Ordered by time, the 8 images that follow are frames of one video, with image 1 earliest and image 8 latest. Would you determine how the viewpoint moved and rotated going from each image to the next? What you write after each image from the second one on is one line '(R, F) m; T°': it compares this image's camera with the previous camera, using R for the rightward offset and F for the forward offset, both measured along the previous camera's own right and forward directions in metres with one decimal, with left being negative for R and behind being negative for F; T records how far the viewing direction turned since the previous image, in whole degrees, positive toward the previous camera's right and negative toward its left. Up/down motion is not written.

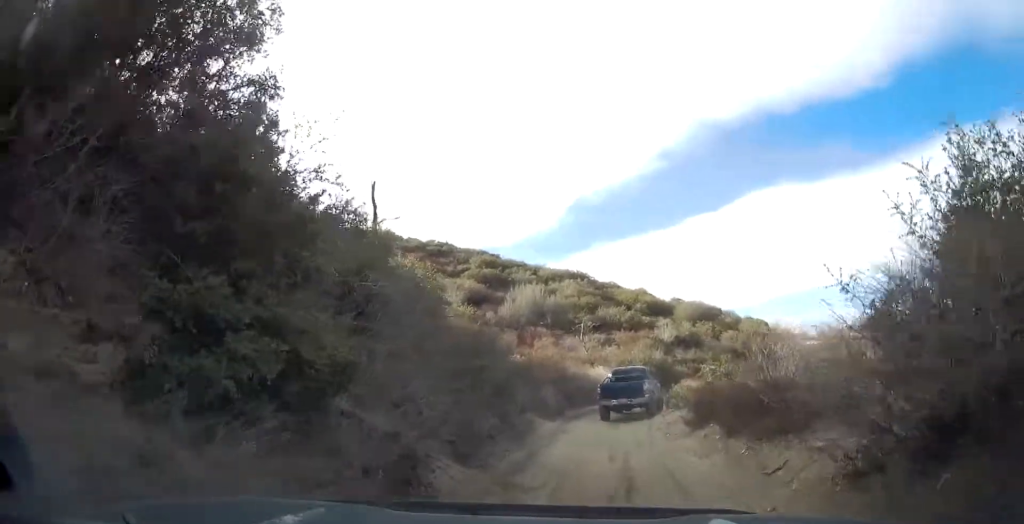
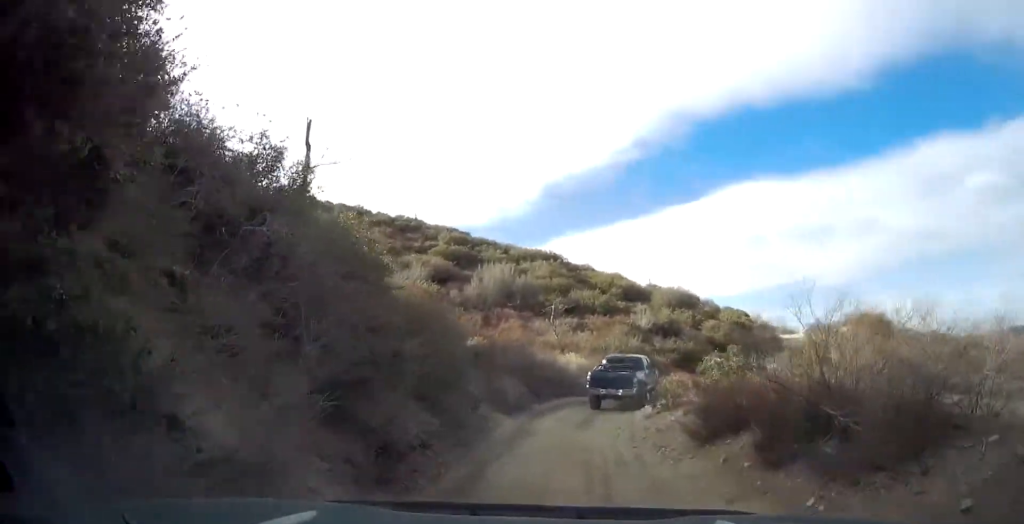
(+0.2, +2.8) m; +3°
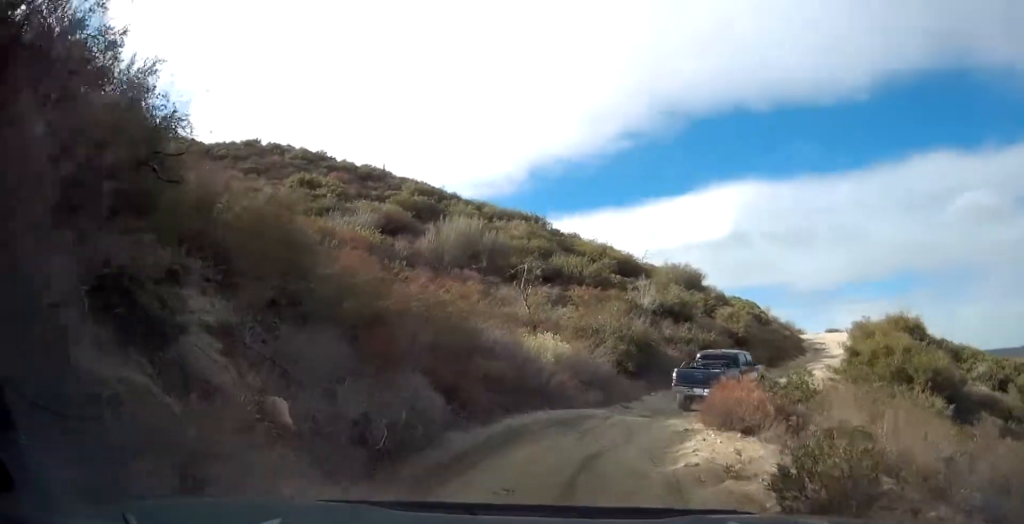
(+0.4, +9.3) m; +4°
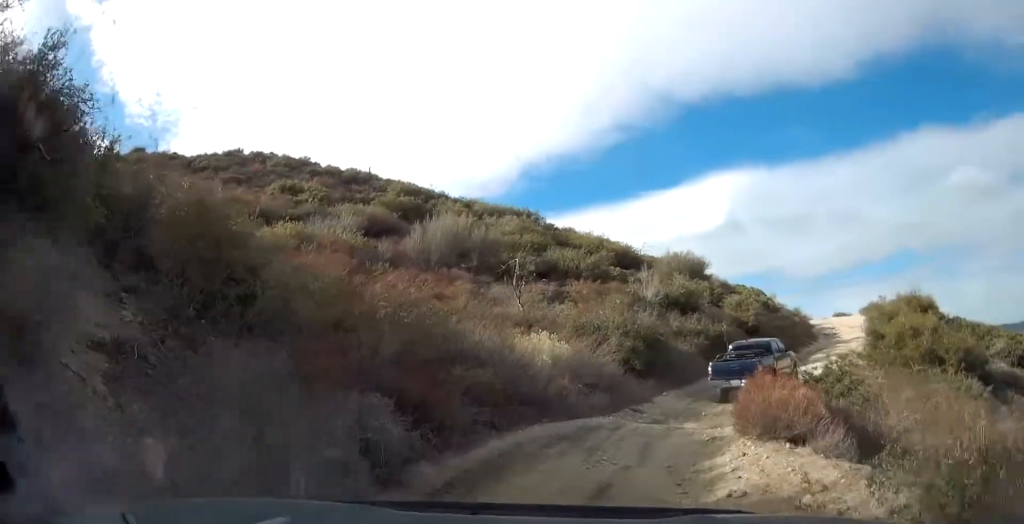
(+0.1, +2.2) m; +1°
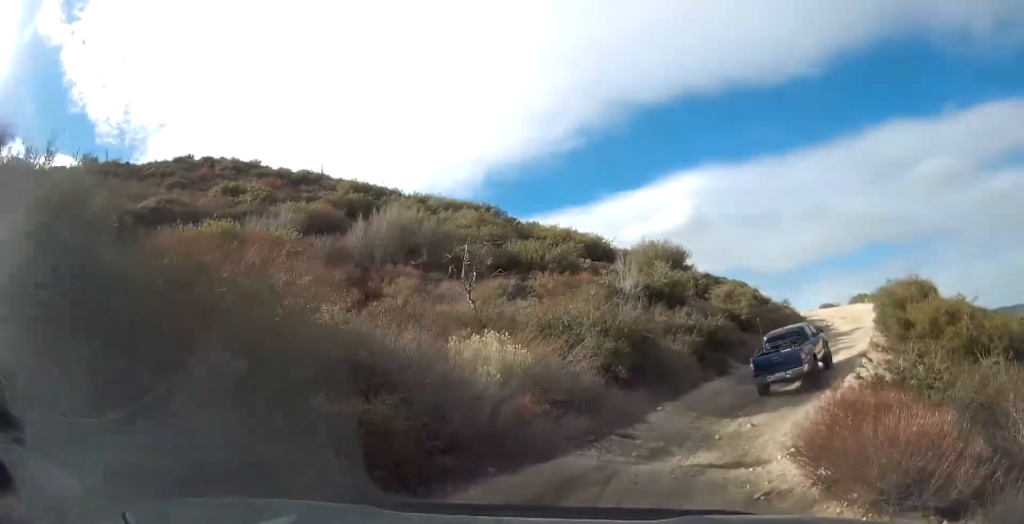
(-0.1, +4.1) m; +3°
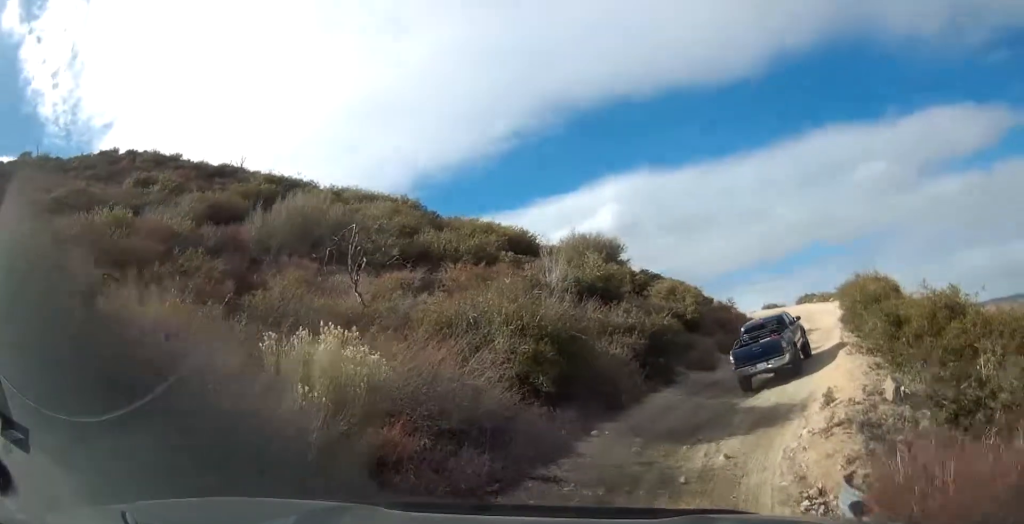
(+0.2, +3.6) m; +8°
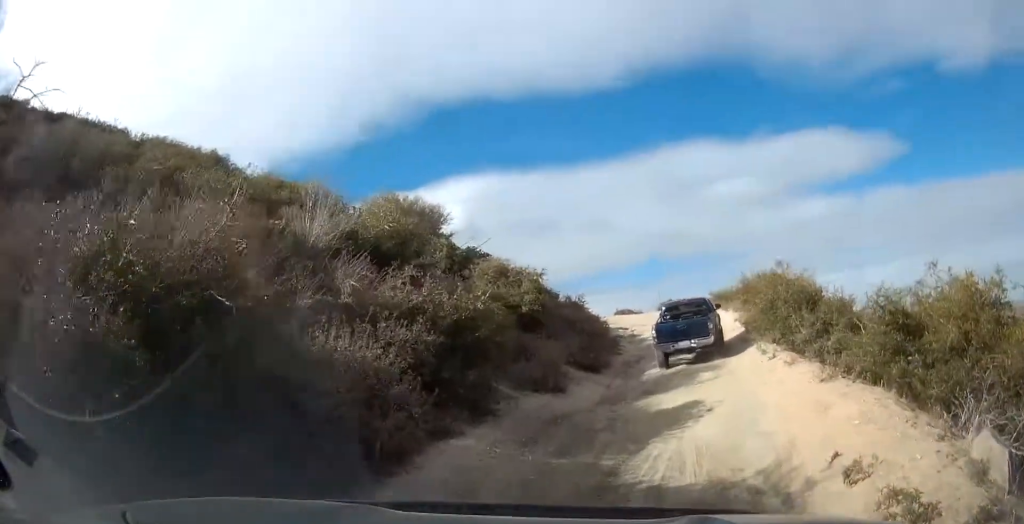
(+1.4, +7.8) m; +18°
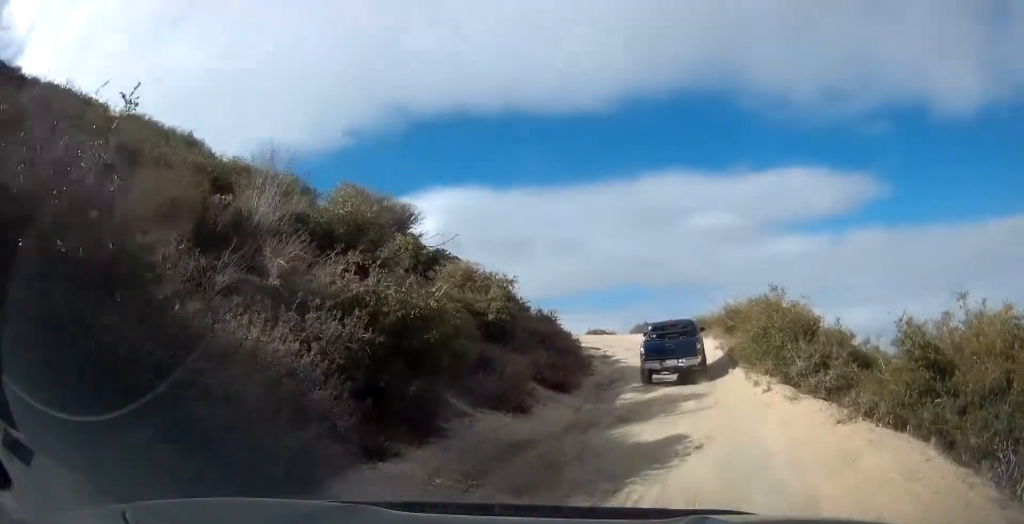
(0.0, +1.6) m; +3°
